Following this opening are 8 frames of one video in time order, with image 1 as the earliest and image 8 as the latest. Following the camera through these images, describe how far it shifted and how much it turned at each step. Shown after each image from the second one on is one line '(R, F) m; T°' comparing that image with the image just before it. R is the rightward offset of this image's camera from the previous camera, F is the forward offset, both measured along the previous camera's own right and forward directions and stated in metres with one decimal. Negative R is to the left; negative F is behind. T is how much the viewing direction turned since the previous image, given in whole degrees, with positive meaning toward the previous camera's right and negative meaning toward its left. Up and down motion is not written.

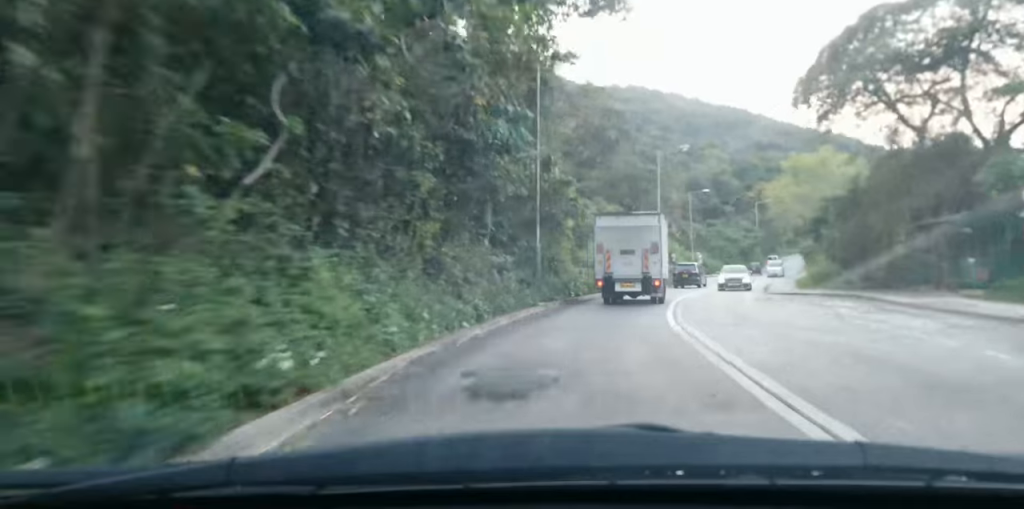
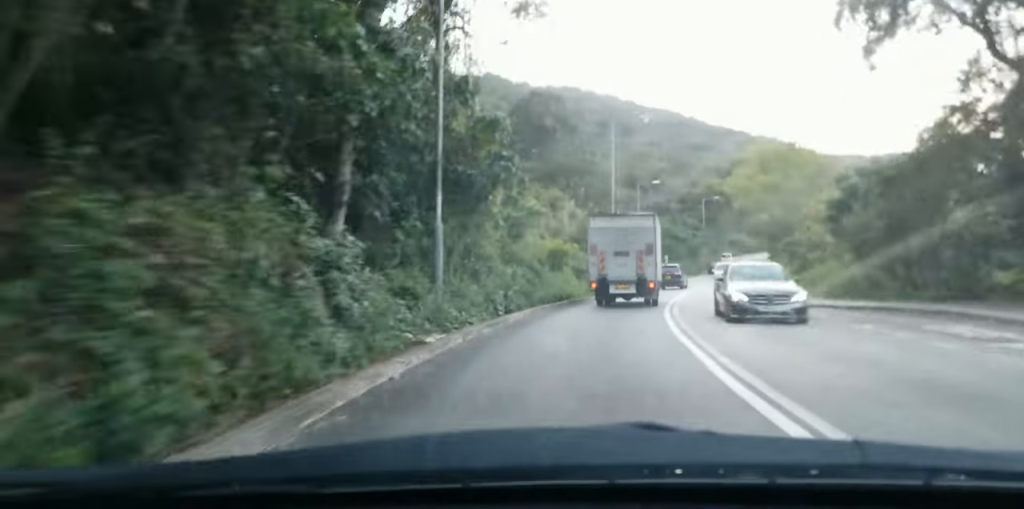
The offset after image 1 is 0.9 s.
(+1.6, +12.6) m; +10°
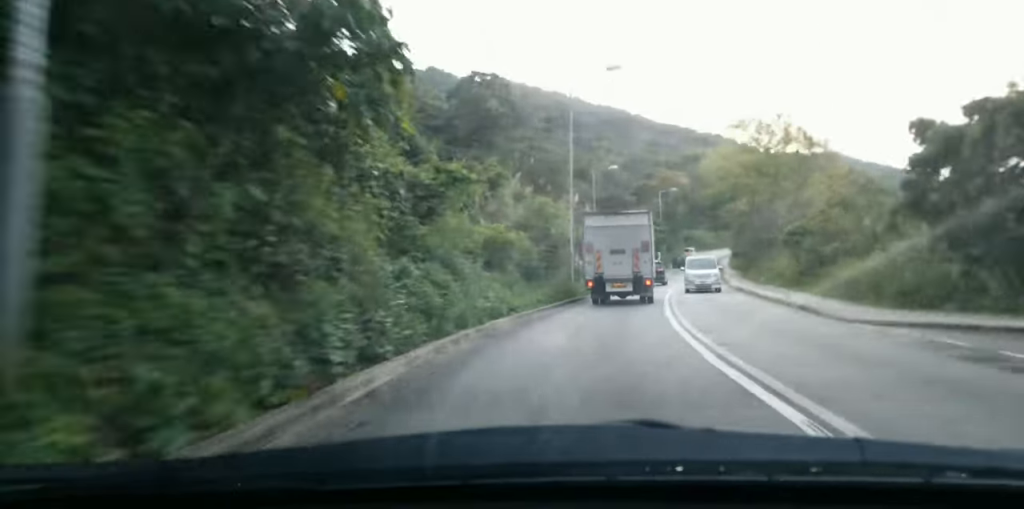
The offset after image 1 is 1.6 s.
(+0.7, +11.1) m; +7°
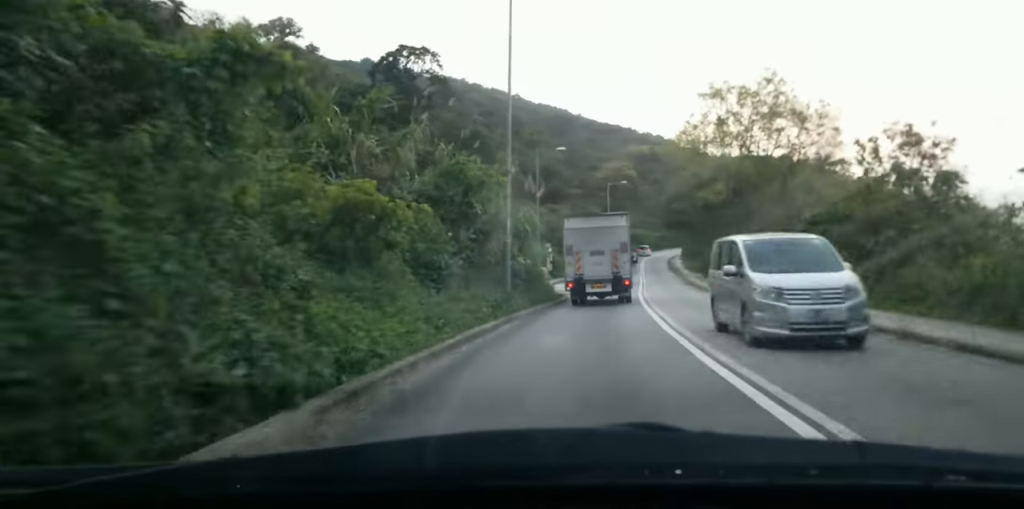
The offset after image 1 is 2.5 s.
(+0.7, +12.8) m; +6°
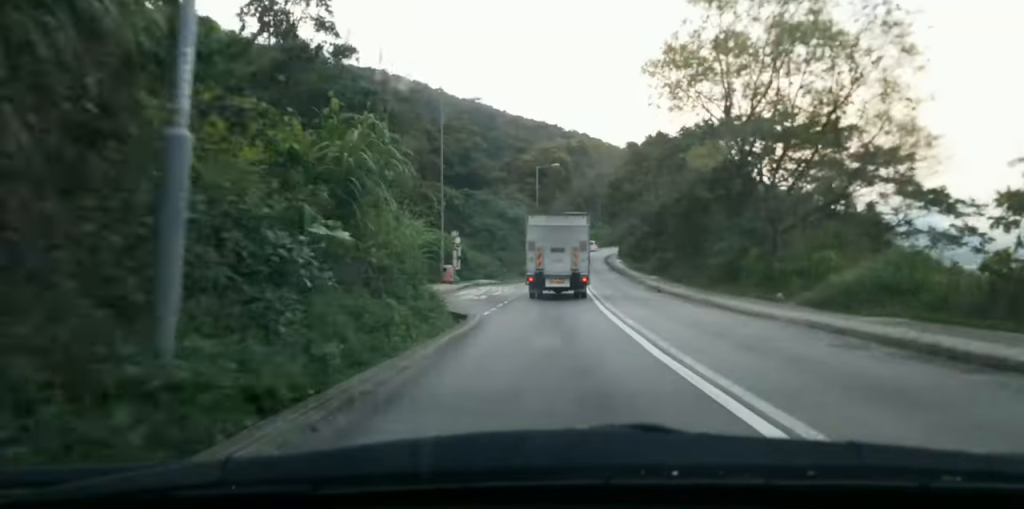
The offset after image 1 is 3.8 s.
(+1.2, +18.5) m; +5°
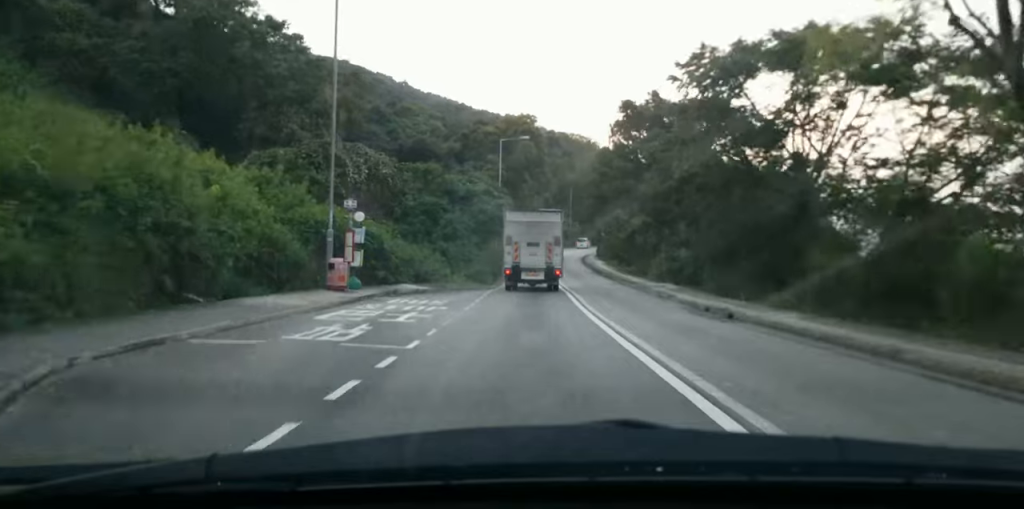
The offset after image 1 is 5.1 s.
(+0.5, +18.5) m; +2°
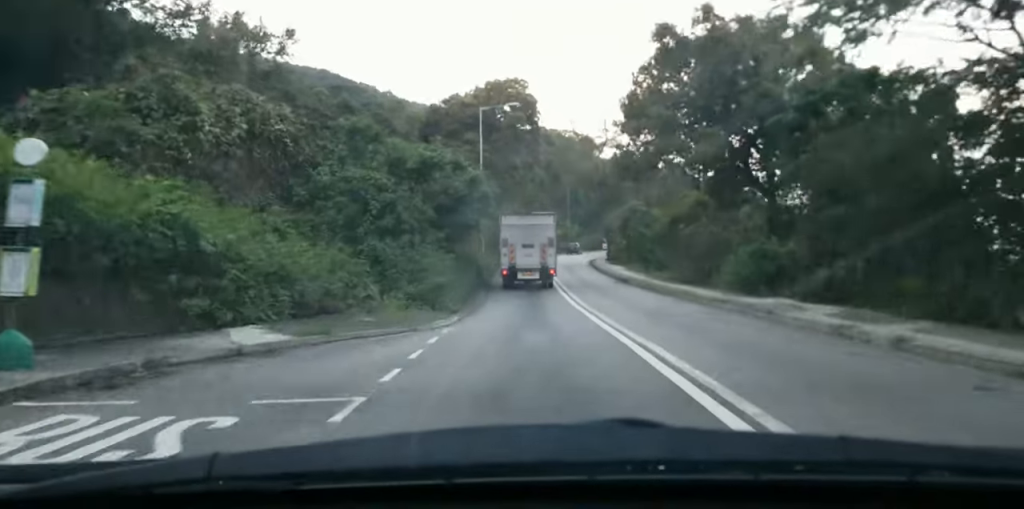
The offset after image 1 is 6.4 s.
(-0.2, +17.4) m; -2°
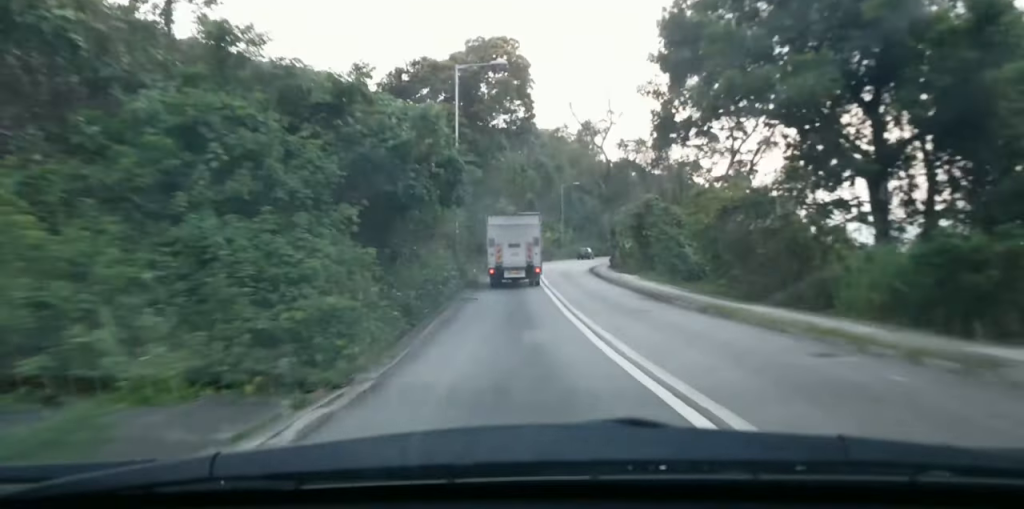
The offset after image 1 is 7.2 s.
(-0.2, +11.4) m; -2°
